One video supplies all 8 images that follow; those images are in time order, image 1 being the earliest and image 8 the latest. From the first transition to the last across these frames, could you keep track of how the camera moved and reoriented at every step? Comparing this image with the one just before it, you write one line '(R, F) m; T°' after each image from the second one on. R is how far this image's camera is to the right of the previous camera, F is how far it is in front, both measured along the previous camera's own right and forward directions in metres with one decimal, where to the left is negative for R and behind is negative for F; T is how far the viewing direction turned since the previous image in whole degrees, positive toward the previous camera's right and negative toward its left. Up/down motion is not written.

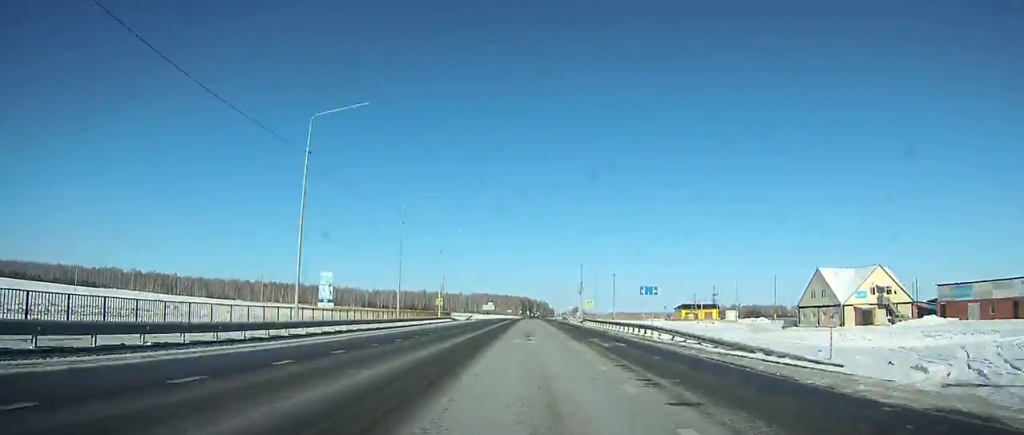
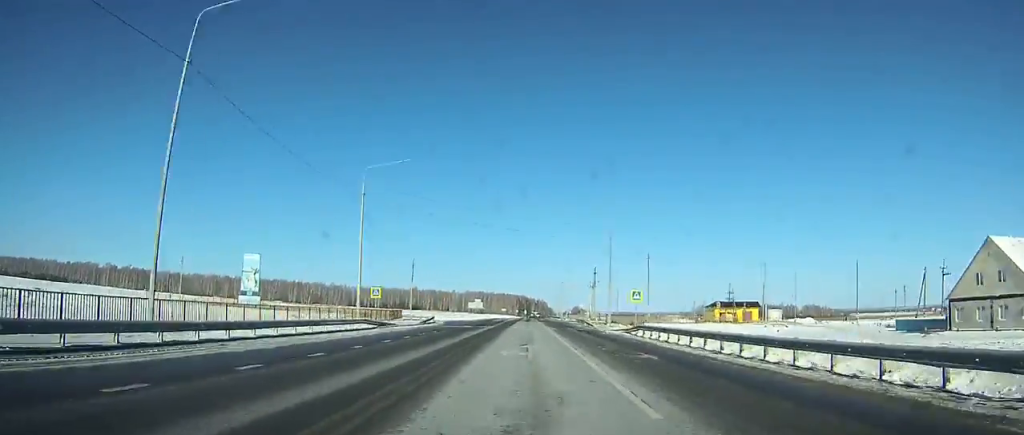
(+0.2, +36.8) m; 0°
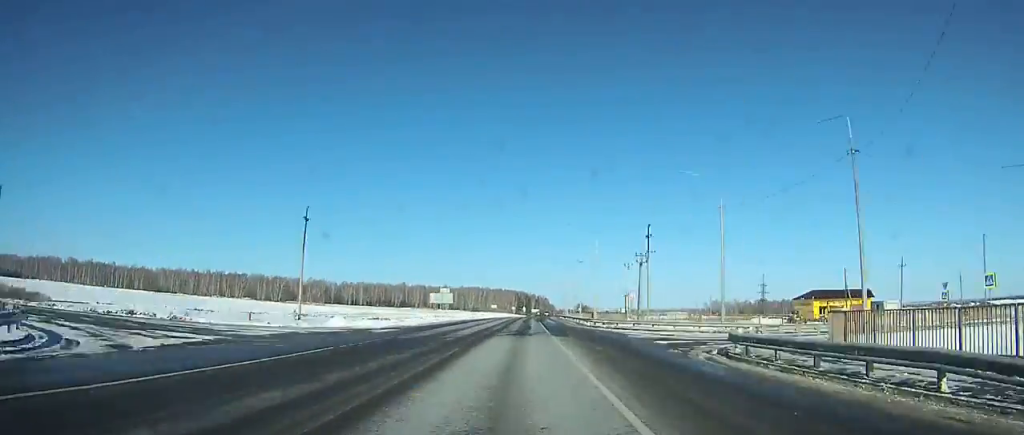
(+0.2, +55.2) m; 0°
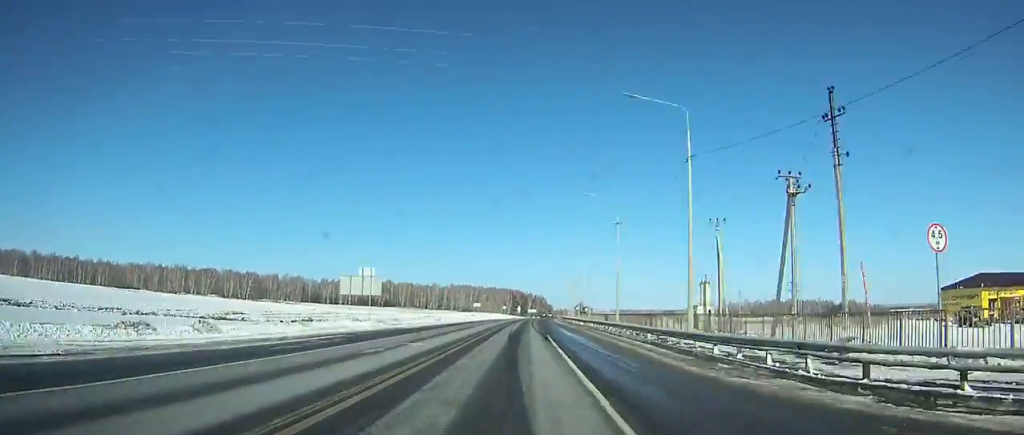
(0.0, +42.3) m; 0°
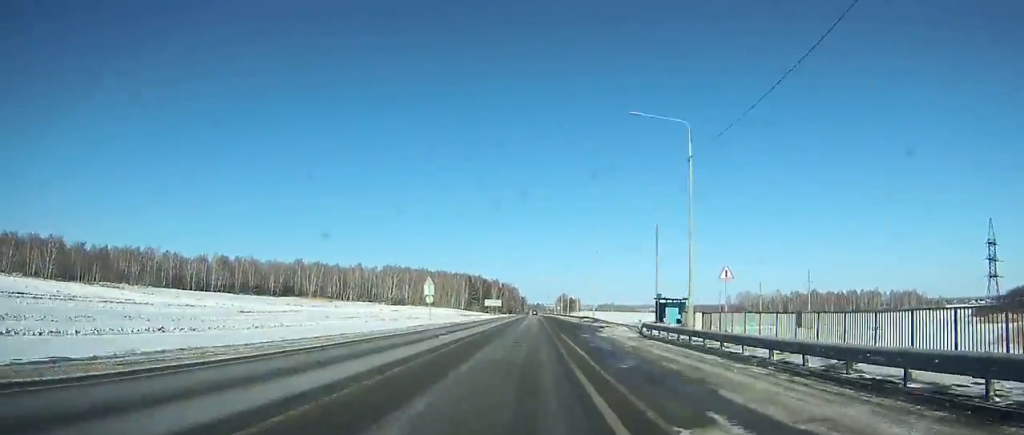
(+2.7, +145.7) m; +2°
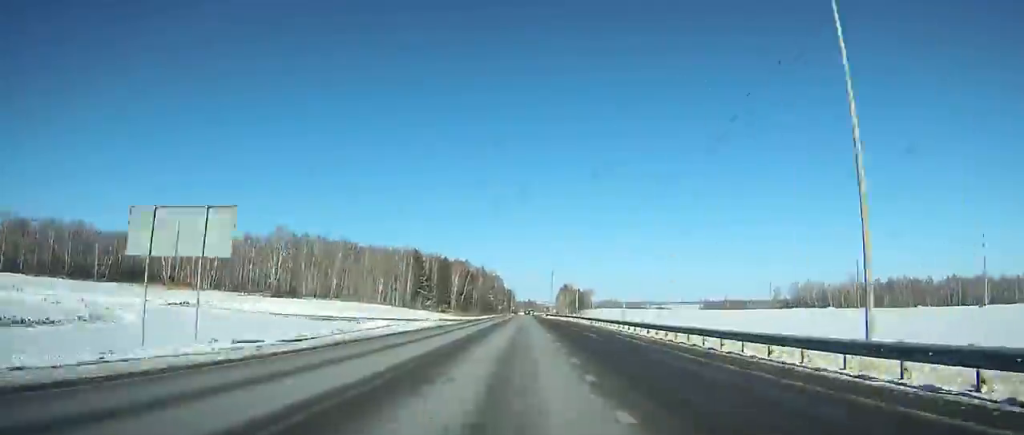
(+1.4, +127.8) m; +1°
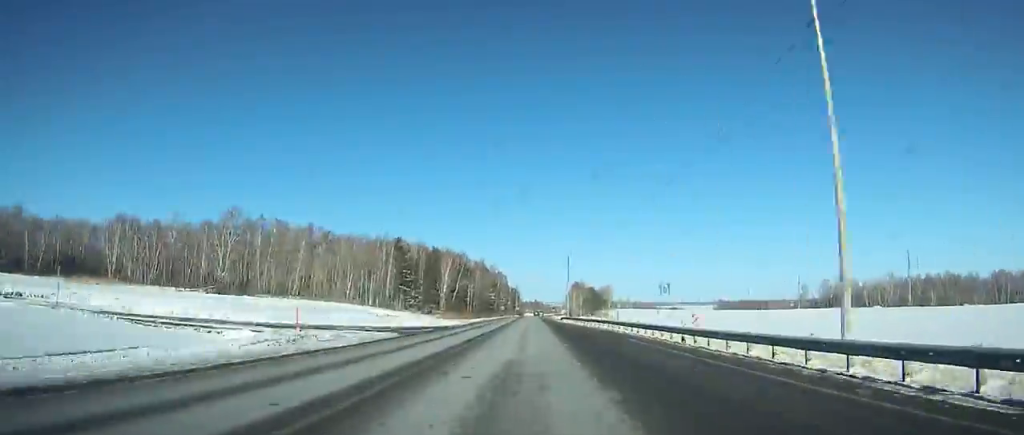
(0.0, +34.7) m; 0°
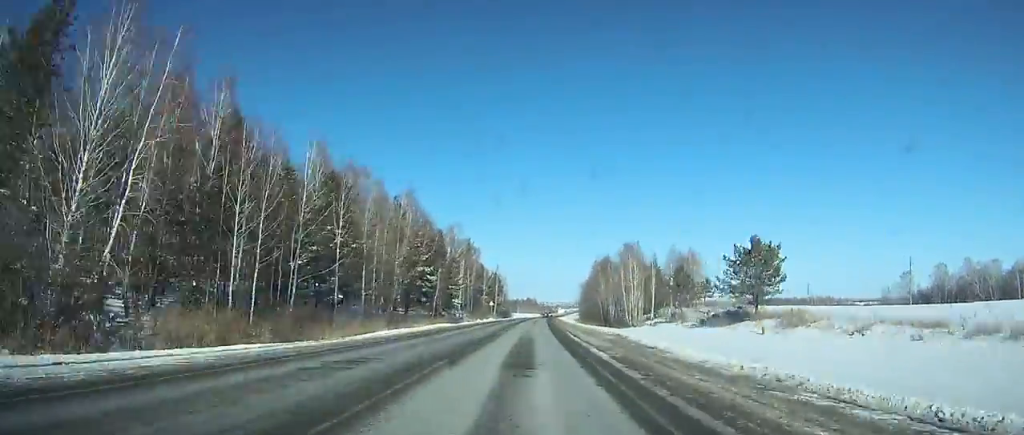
(+0.3, +120.5) m; +1°
